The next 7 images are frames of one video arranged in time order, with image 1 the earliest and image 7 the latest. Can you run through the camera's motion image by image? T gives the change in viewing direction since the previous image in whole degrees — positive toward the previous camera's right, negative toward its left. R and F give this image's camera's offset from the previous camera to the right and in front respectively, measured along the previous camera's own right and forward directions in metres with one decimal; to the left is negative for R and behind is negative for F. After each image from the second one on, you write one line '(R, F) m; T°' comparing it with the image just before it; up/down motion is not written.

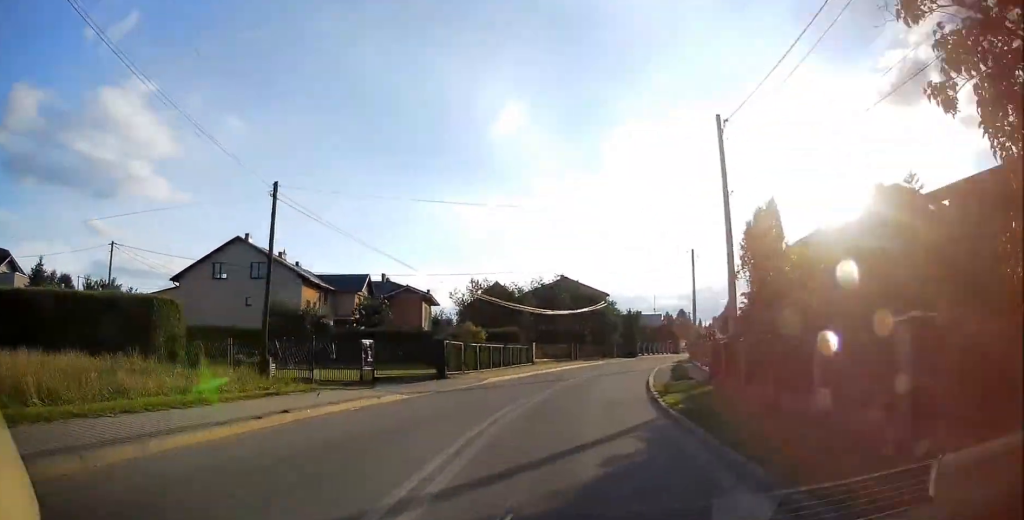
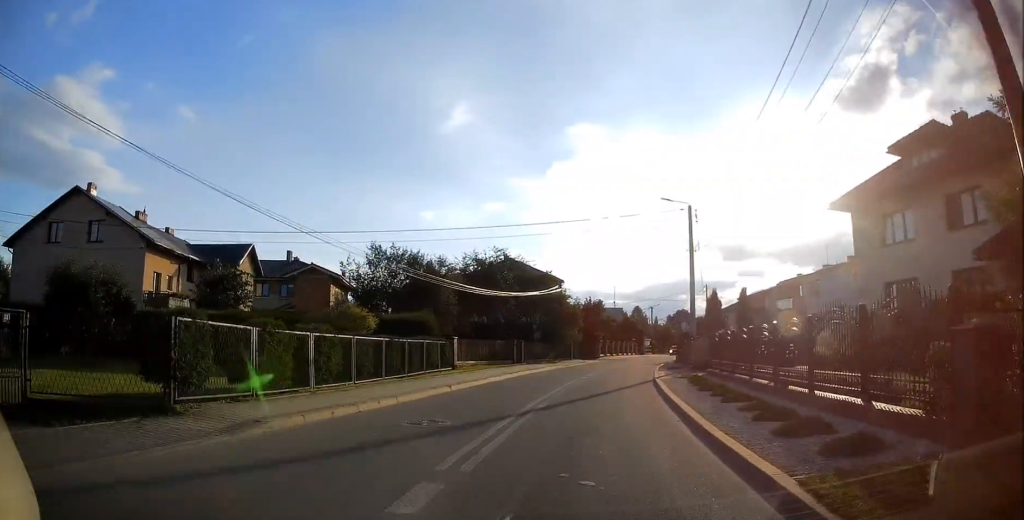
(+0.3, +14.8) m; +4°
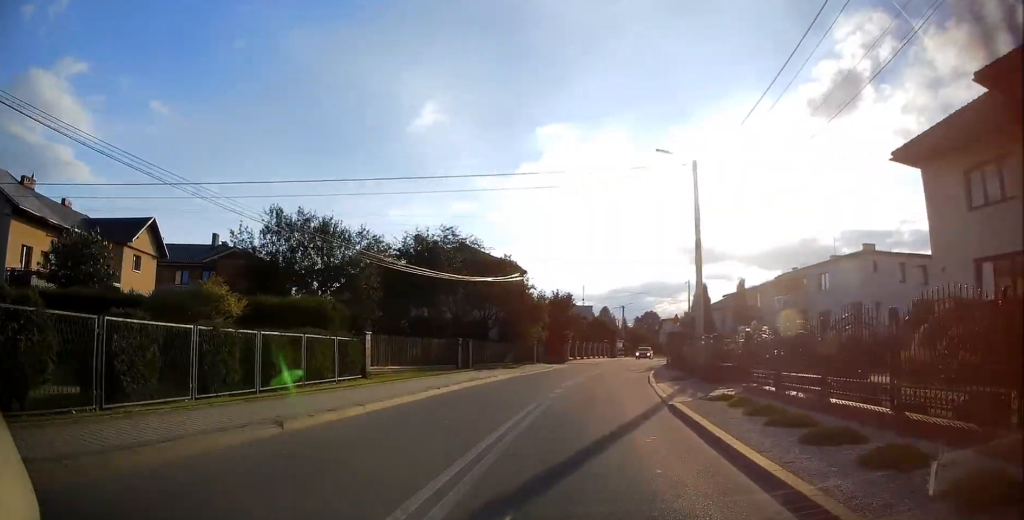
(+0.2, +8.9) m; +4°
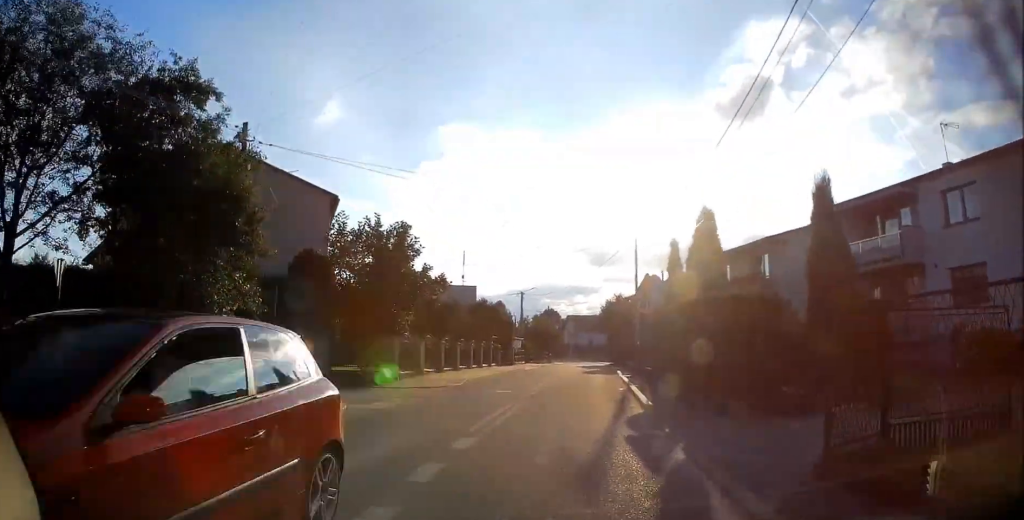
(+3.5, +29.8) m; +12°
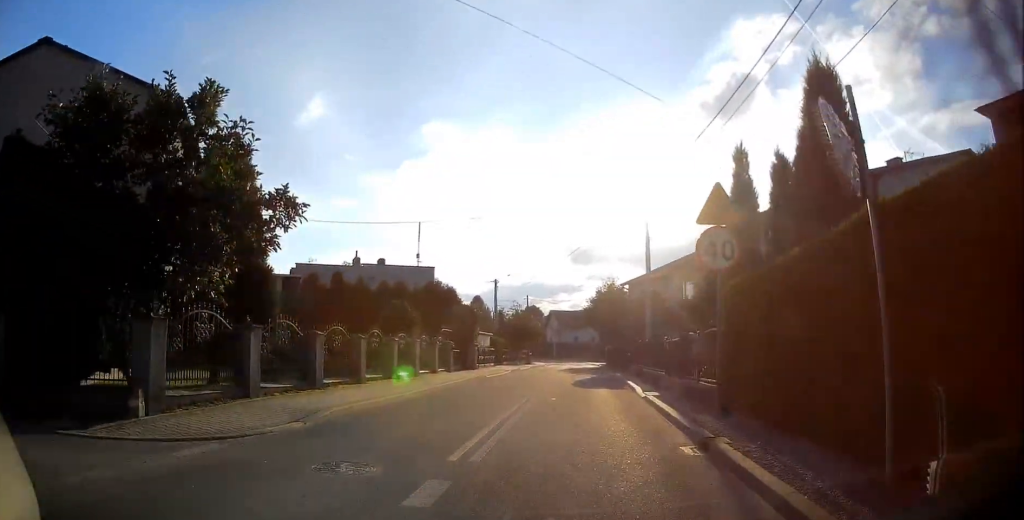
(+0.4, +14.5) m; 0°
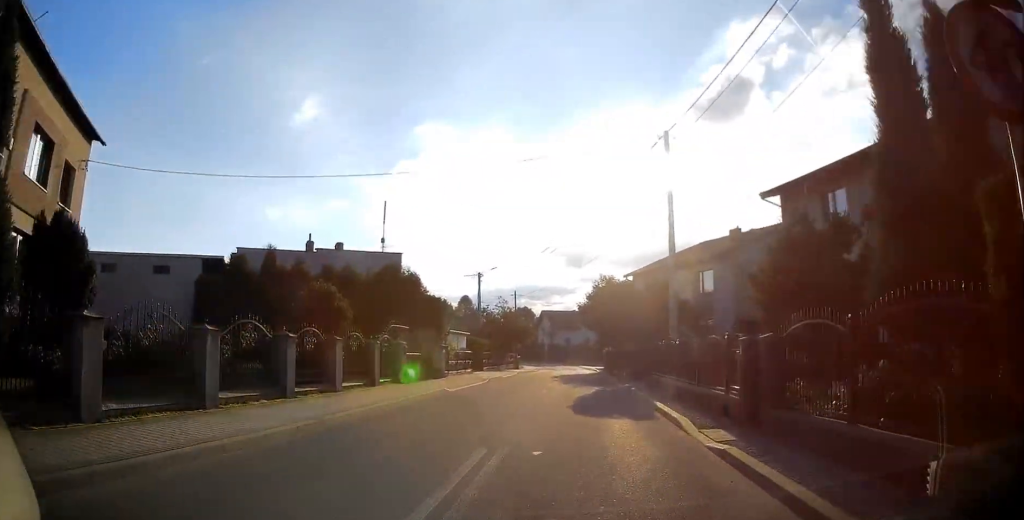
(-0.2, +9.6) m; 0°
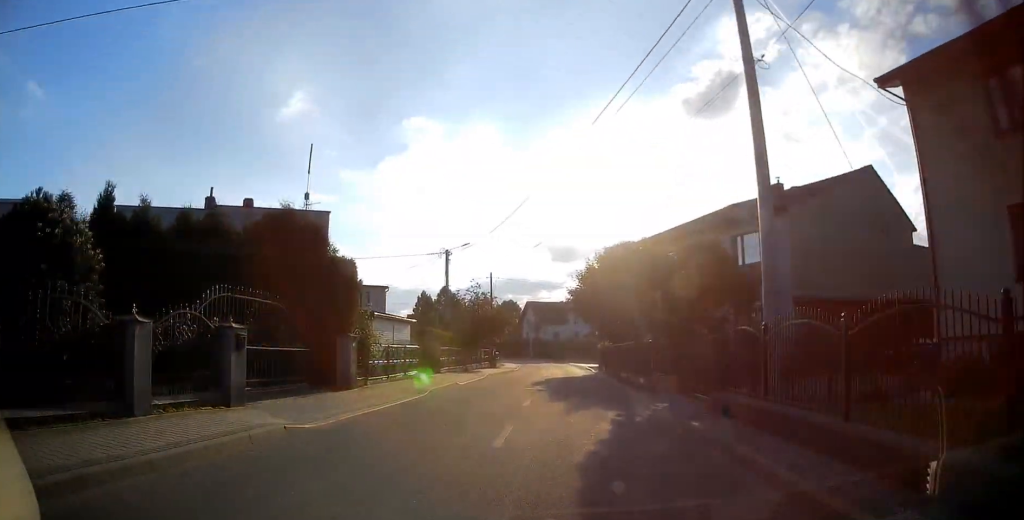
(0.0, +12.9) m; +1°
